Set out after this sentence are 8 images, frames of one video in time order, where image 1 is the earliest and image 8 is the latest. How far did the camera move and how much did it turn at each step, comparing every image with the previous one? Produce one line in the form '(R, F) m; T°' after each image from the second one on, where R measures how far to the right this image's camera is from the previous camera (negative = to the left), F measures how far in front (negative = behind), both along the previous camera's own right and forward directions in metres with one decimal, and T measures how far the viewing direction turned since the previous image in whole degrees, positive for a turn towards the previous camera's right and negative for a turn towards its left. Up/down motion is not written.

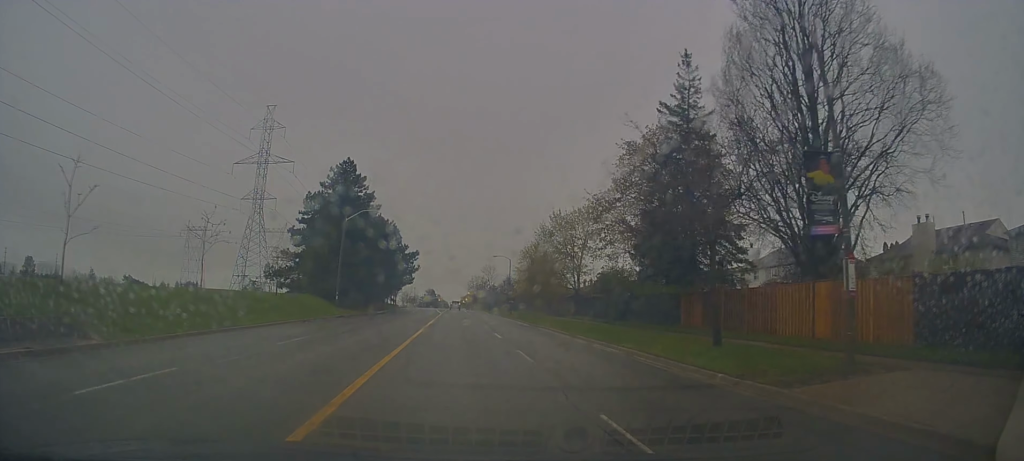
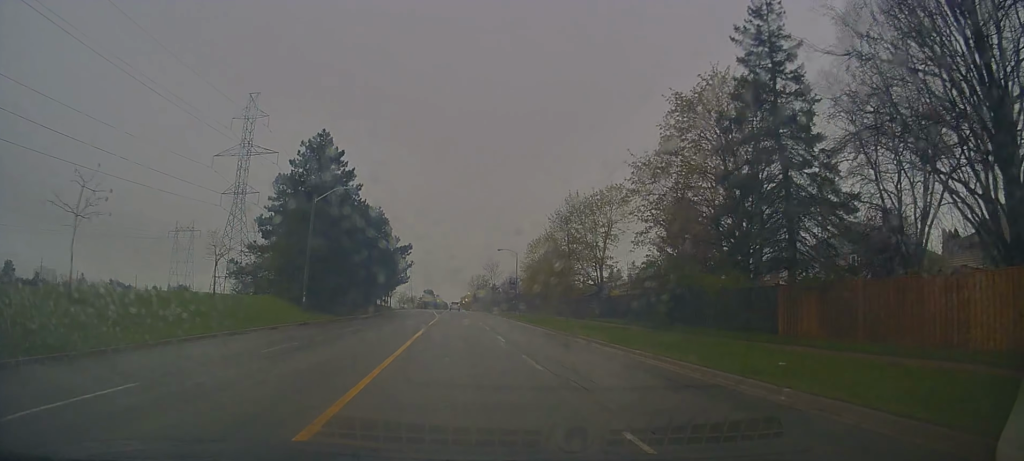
(0.0, +9.6) m; -1°
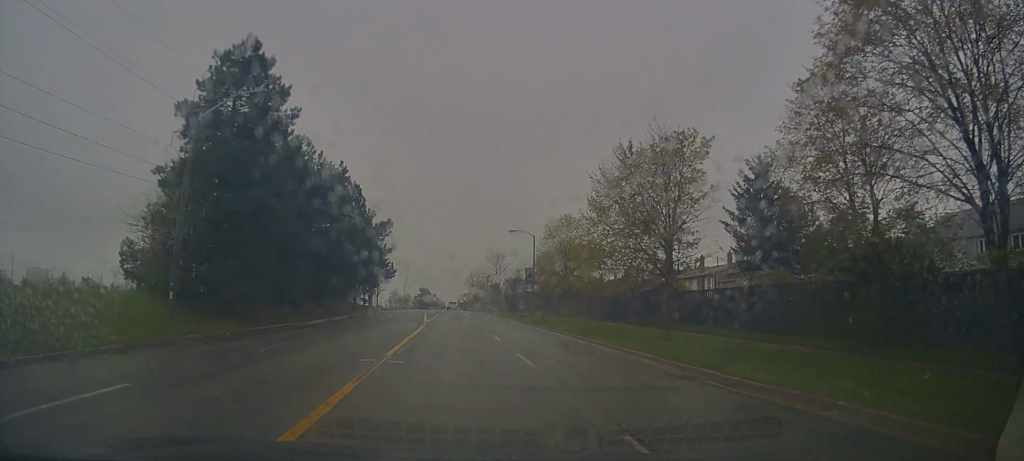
(-0.5, +17.5) m; -2°
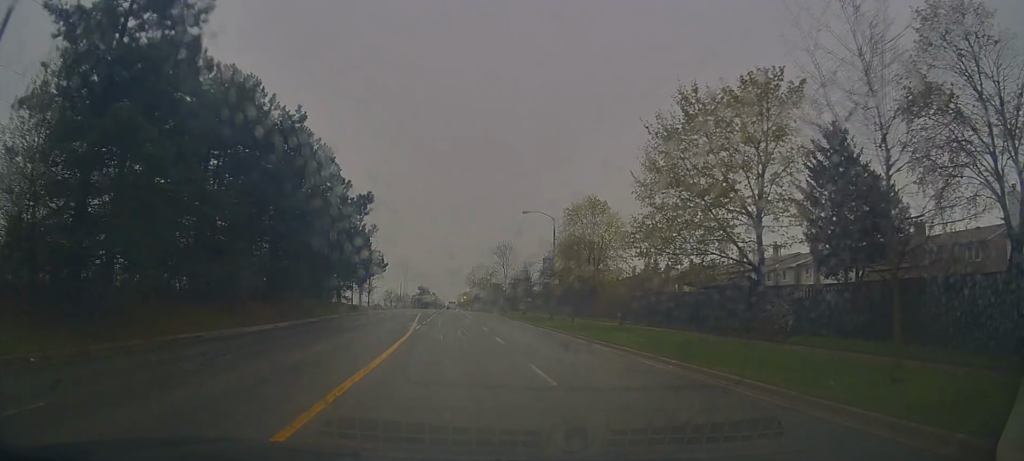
(0.0, +10.5) m; 0°
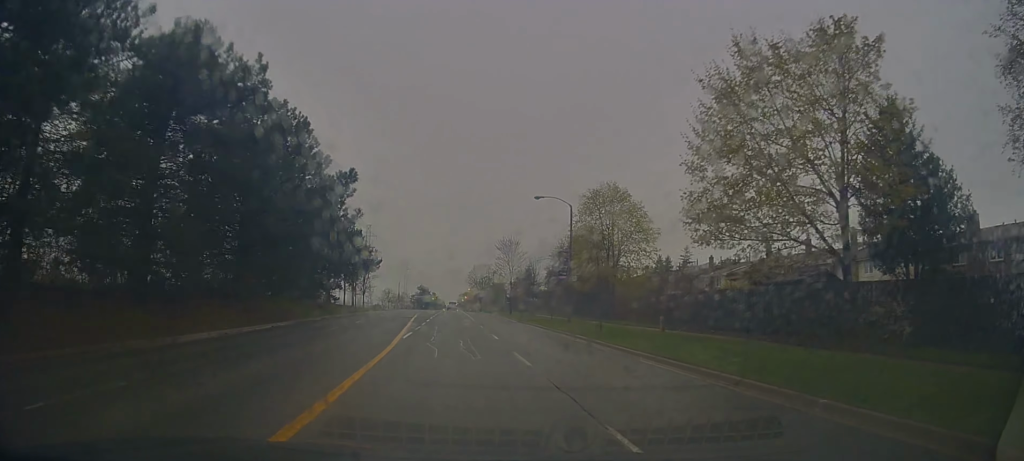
(0.0, +6.3) m; 0°
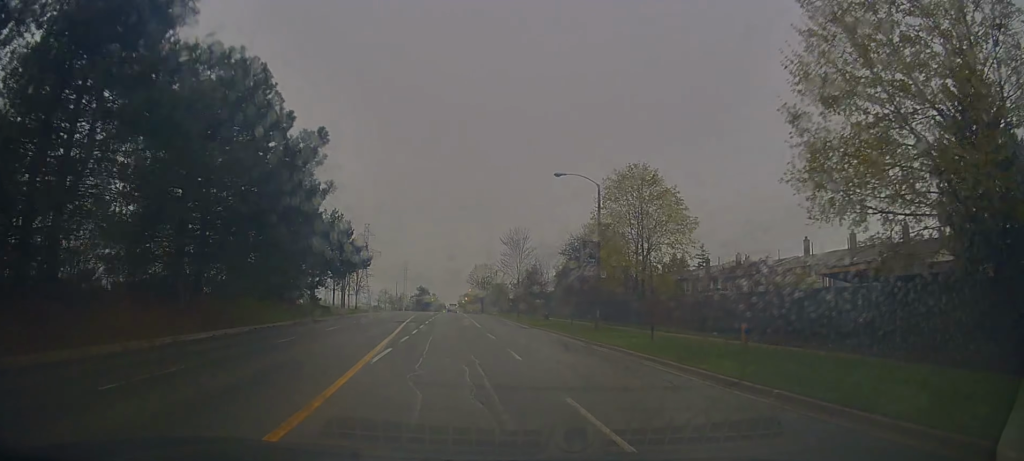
(0.0, +6.7) m; 0°
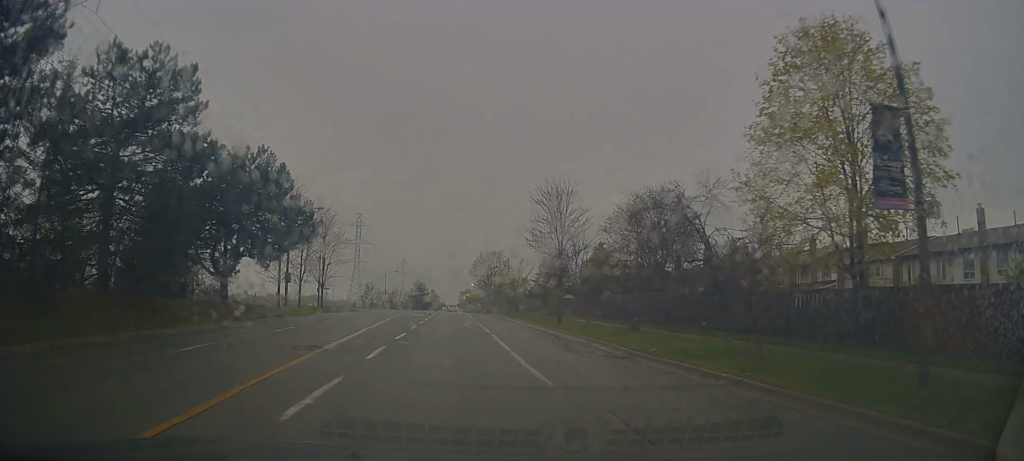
(+0.8, +21.9) m; 0°
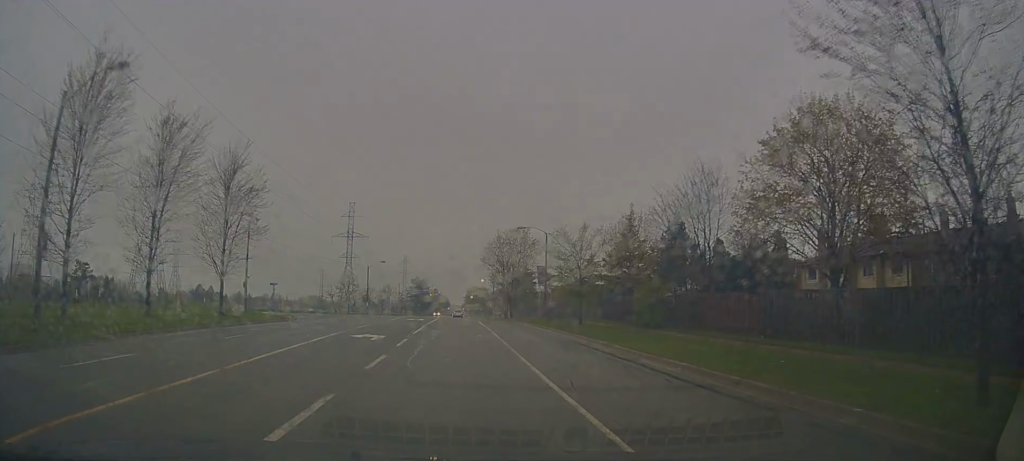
(-1.2, +28.2) m; -1°
